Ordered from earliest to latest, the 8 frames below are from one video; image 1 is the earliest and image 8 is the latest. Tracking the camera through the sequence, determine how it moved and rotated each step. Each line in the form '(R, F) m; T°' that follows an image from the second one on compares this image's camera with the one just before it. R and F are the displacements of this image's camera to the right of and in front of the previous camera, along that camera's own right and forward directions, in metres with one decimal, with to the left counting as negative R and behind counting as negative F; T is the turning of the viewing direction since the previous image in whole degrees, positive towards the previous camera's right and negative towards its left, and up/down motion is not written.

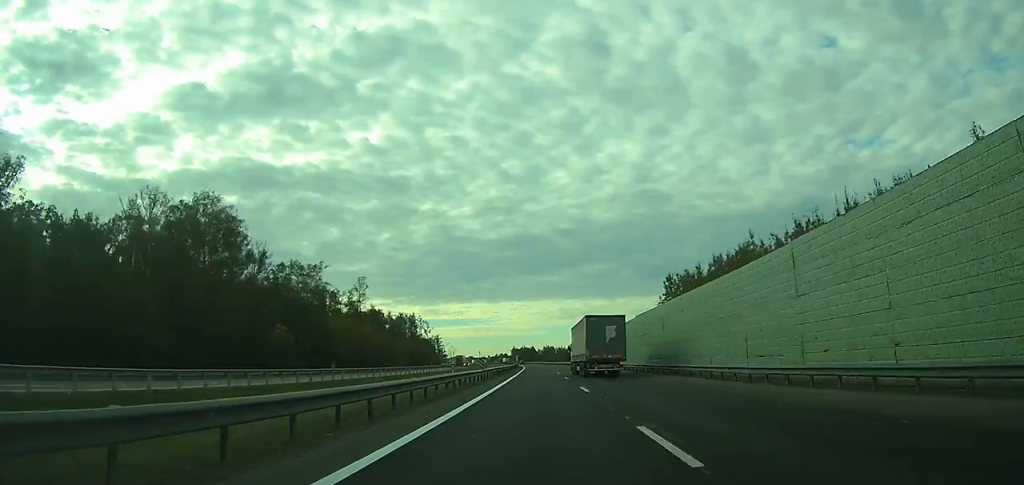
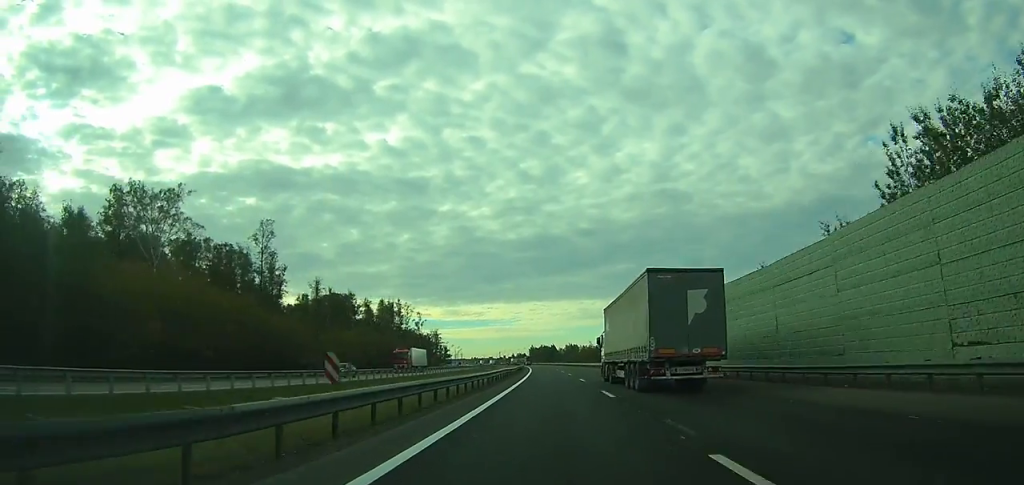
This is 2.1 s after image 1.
(-1.1, +65.0) m; -2°
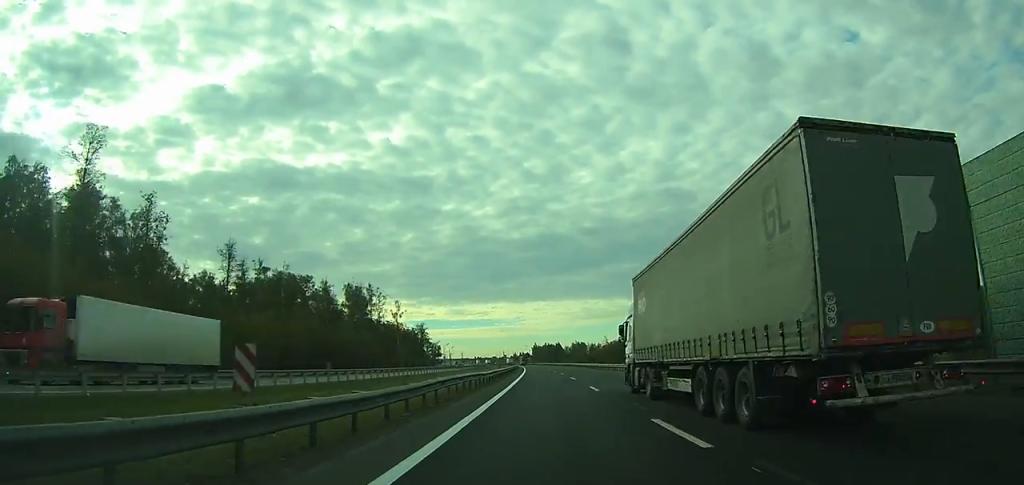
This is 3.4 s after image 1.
(-0.3, +45.1) m; -1°
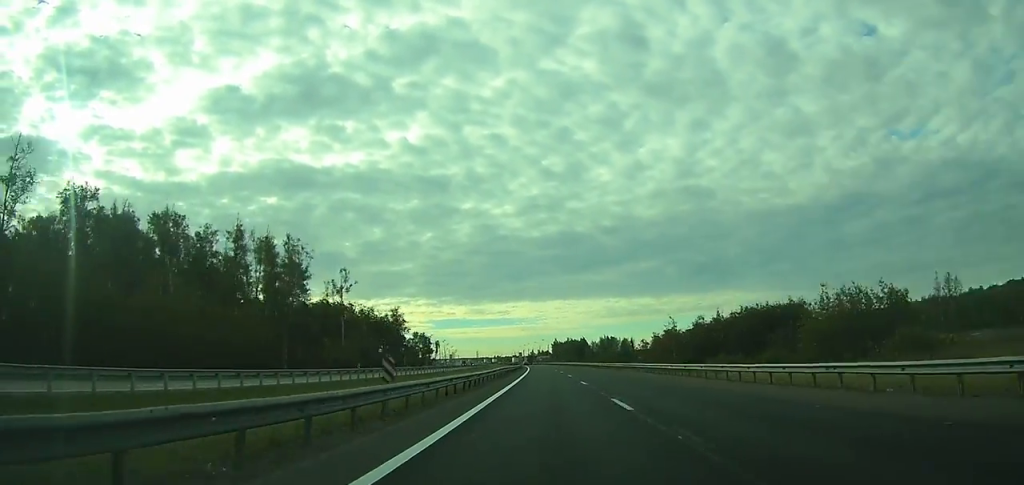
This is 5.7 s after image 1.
(-1.0, +76.0) m; -1°
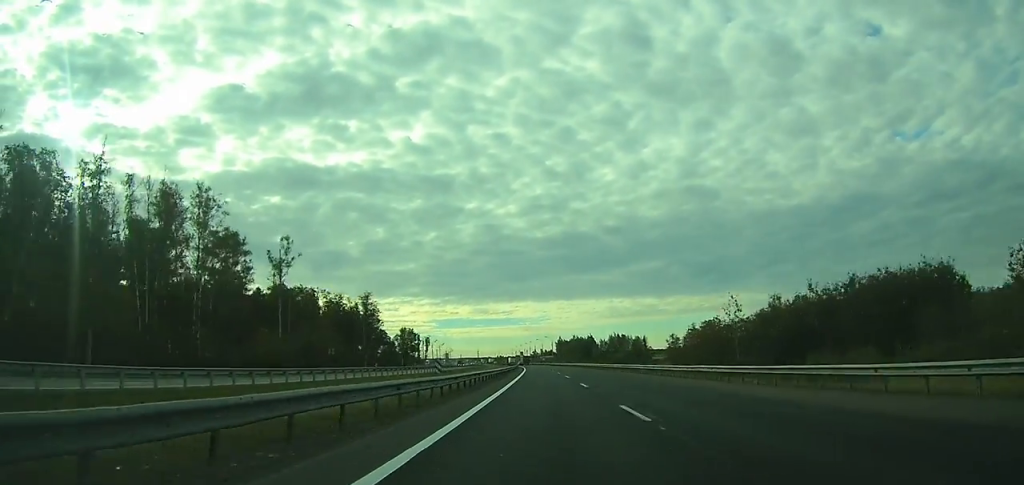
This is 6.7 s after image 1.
(-0.3, +34.2) m; 0°
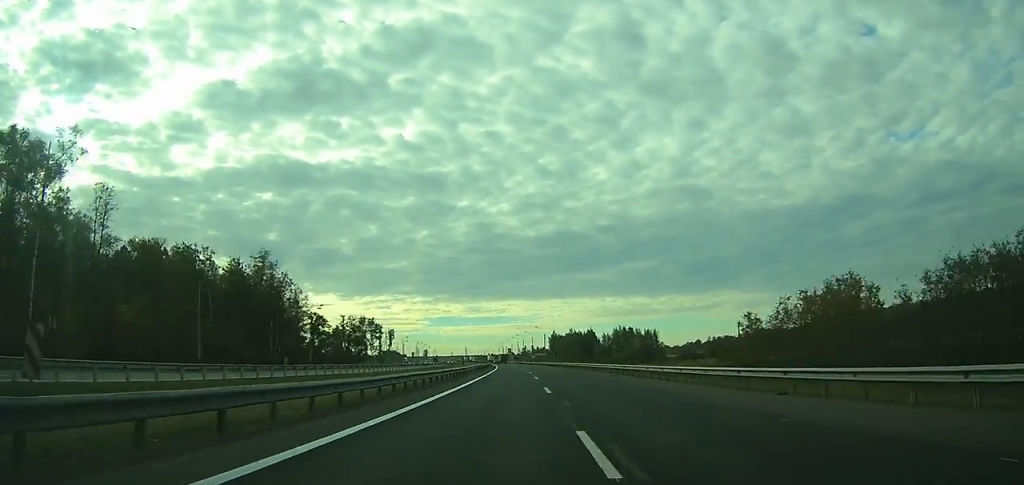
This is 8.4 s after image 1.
(-0.3, +51.7) m; -1°
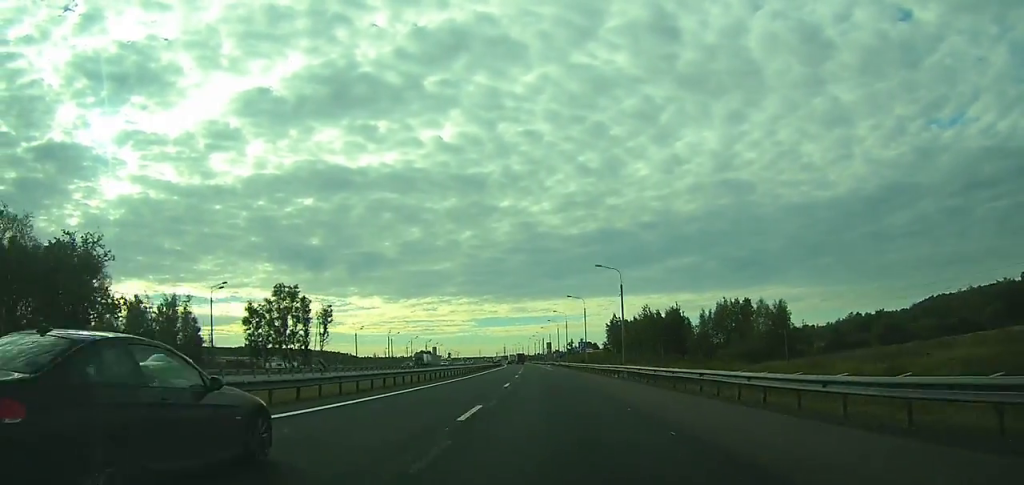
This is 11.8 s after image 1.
(-2.1, +97.8) m; -3°
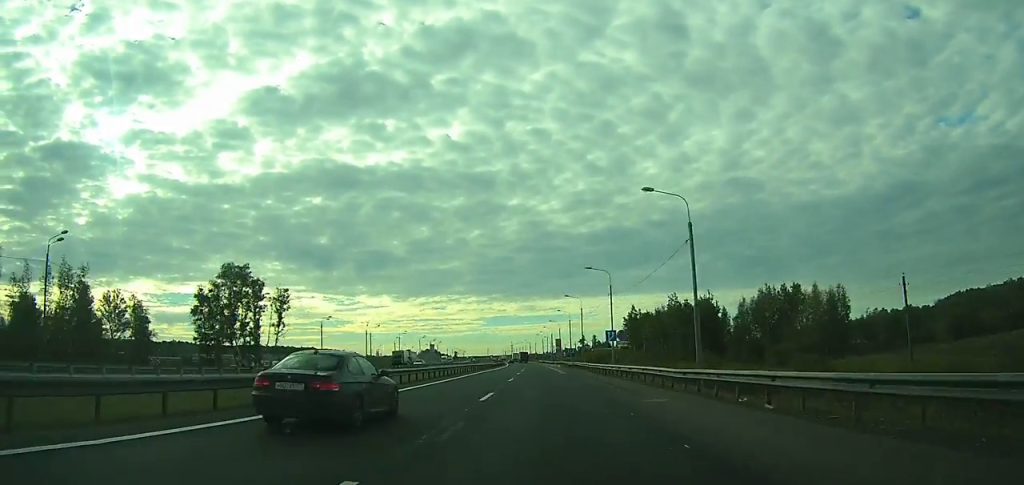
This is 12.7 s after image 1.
(-0.4, +25.5) m; -1°
